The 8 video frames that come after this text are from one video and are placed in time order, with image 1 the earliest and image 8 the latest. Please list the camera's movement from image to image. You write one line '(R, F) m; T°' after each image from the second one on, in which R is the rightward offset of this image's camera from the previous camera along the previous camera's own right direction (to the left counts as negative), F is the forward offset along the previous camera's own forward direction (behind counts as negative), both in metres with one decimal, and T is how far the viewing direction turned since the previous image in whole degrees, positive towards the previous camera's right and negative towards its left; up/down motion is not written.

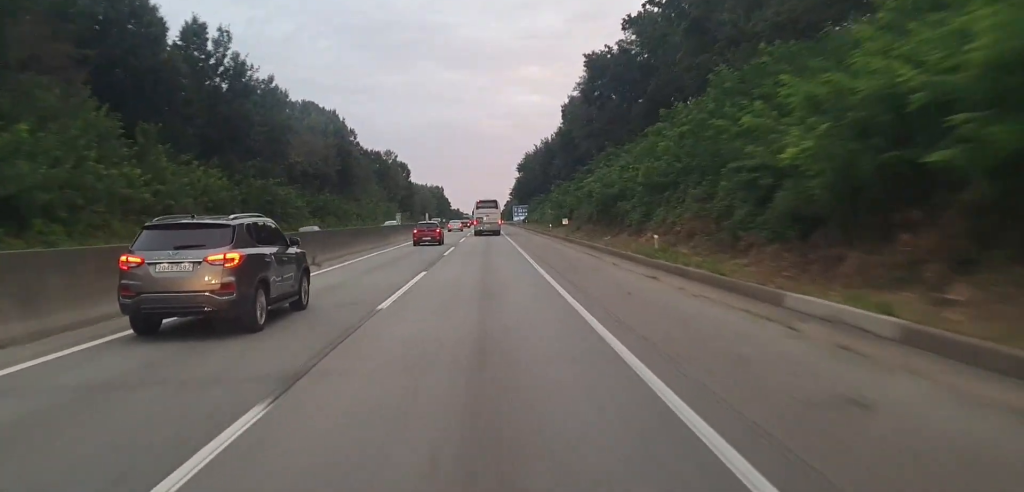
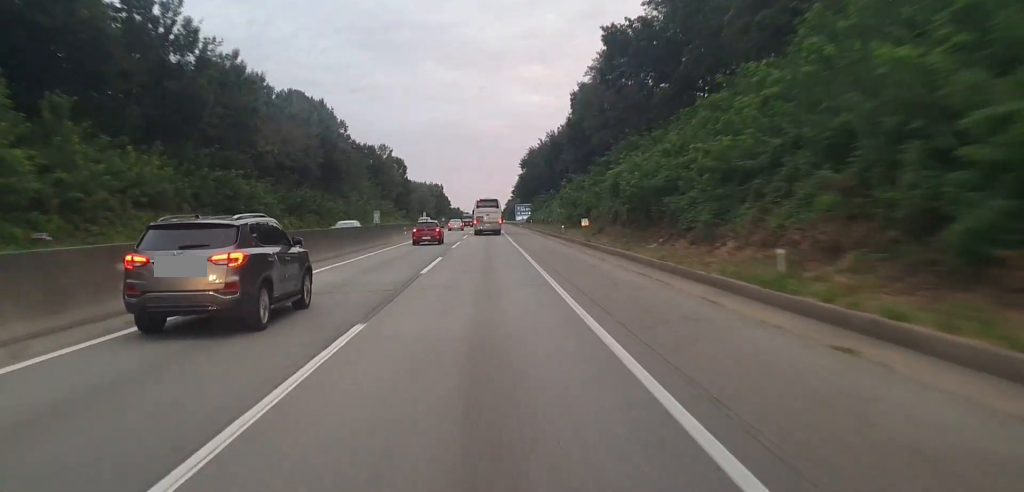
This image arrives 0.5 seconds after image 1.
(0.0, +12.3) m; 0°
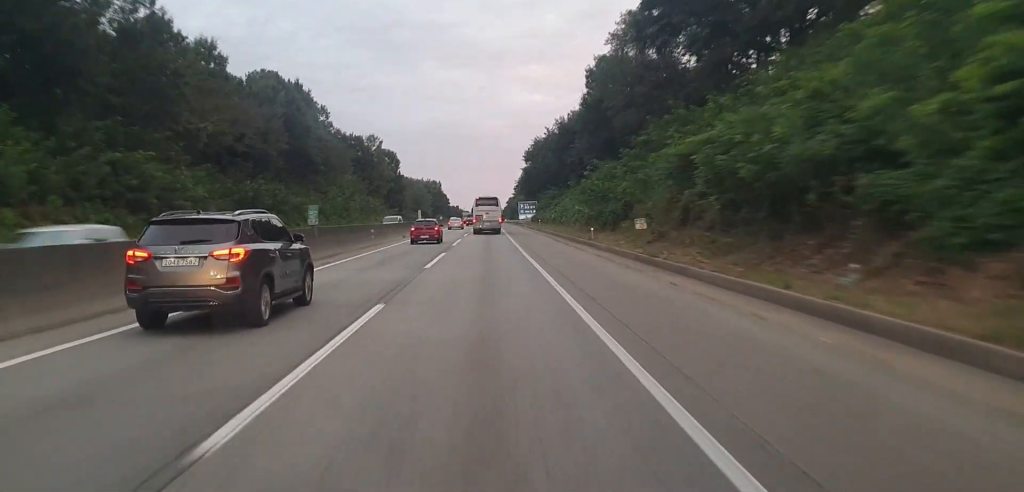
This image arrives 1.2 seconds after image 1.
(0.0, +18.1) m; 0°
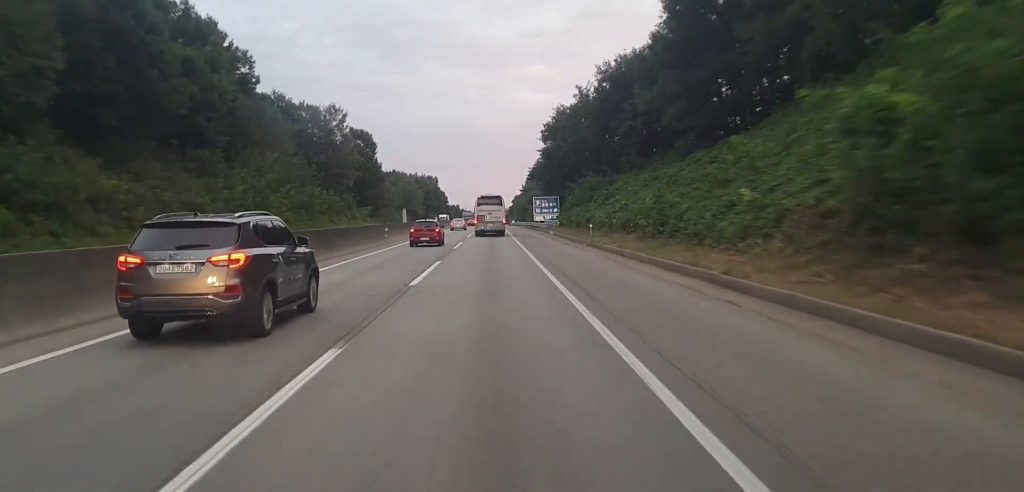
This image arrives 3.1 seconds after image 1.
(+0.5, +45.7) m; +1°
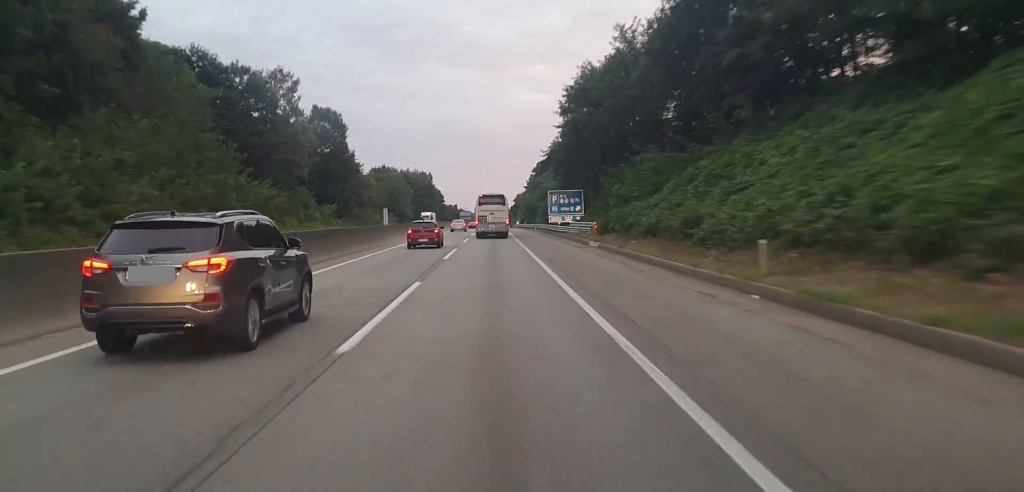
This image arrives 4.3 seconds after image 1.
(-0.3, +31.0) m; -1°
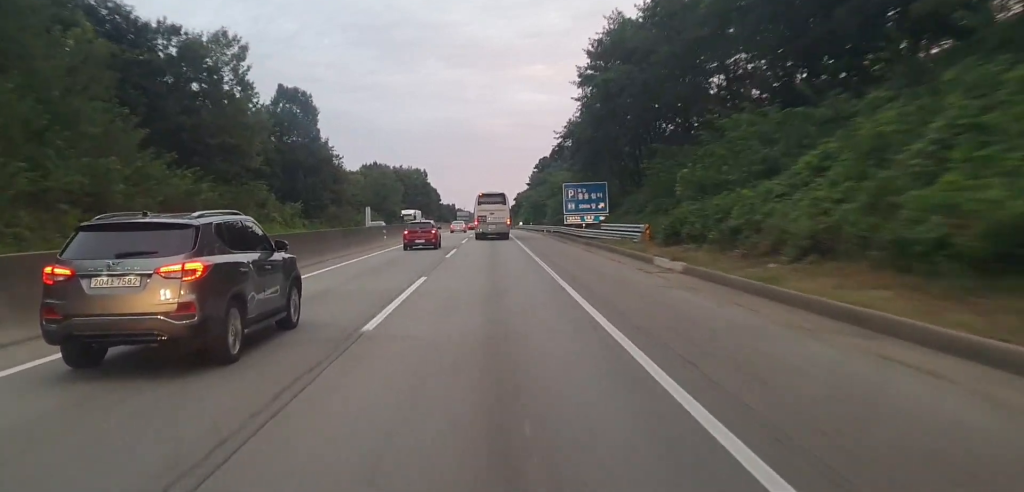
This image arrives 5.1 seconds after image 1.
(0.0, +19.3) m; 0°
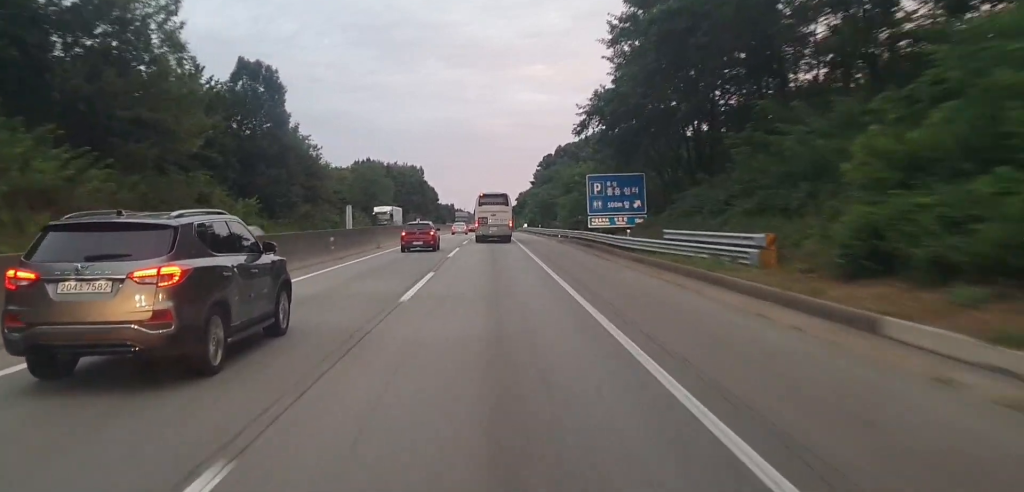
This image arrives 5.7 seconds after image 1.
(+0.1, +16.7) m; 0°
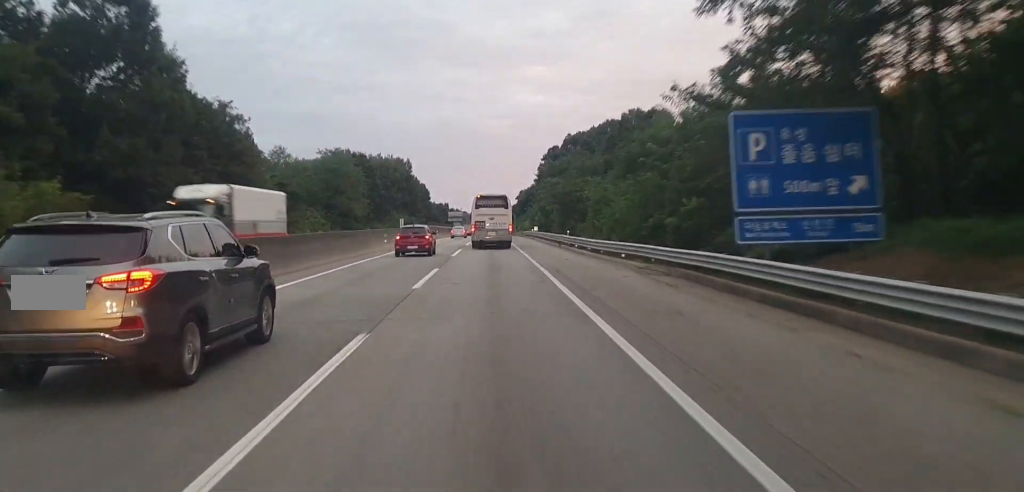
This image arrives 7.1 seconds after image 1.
(0.0, +32.6) m; 0°
